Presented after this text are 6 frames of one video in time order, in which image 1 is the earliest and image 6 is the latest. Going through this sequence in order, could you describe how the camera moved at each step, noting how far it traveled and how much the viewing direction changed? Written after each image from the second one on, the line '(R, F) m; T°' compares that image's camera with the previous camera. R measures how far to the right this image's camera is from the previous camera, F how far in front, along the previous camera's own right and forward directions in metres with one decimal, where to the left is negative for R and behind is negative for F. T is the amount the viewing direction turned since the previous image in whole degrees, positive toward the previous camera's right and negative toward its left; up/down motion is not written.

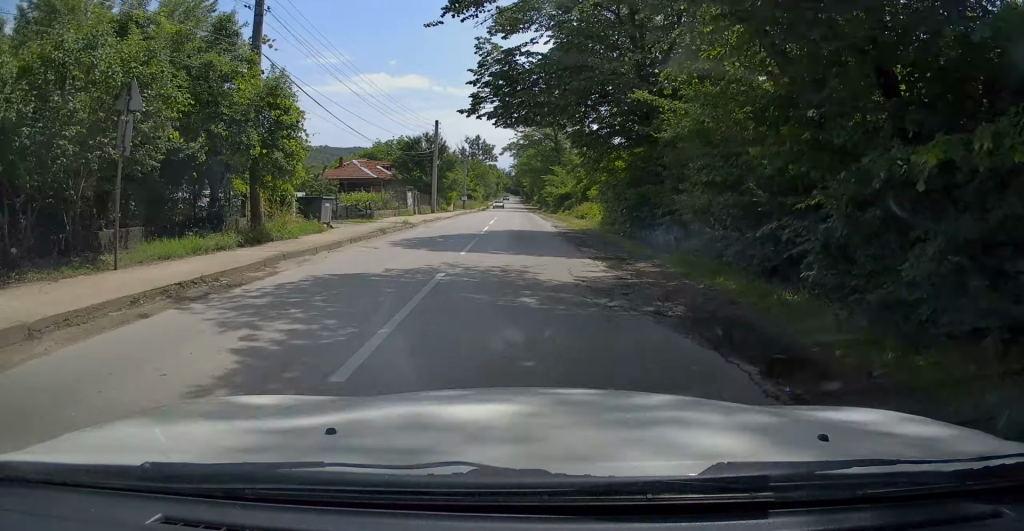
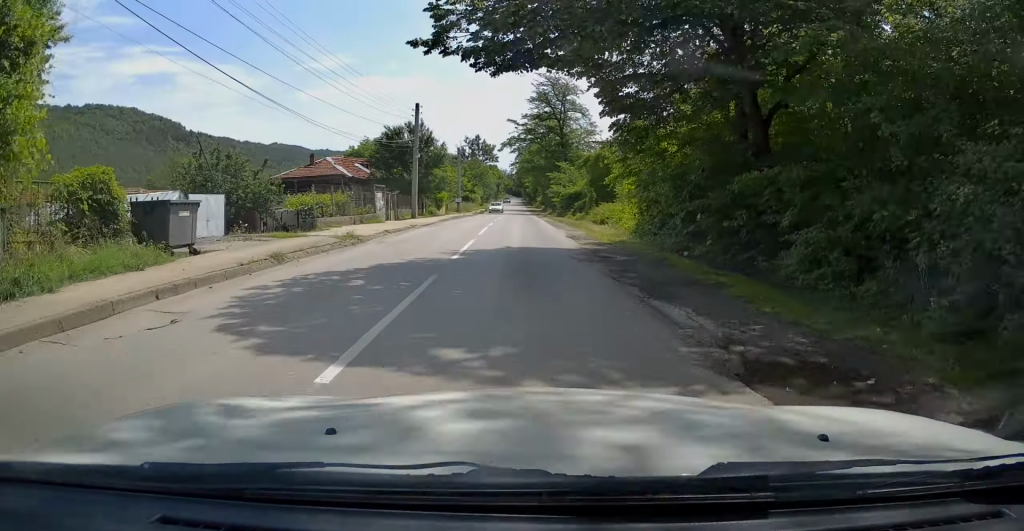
(+0.3, +8.9) m; +1°
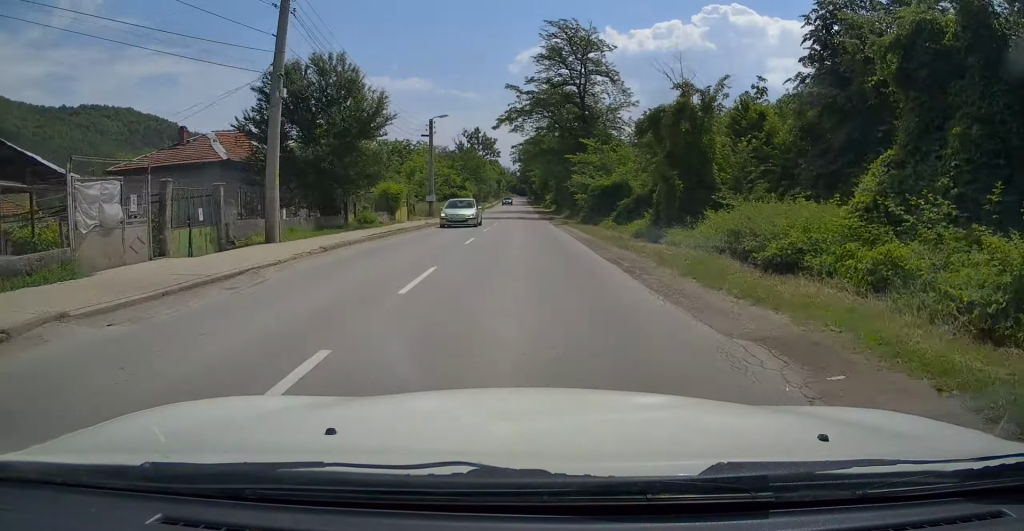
(-0.2, +21.8) m; -3°
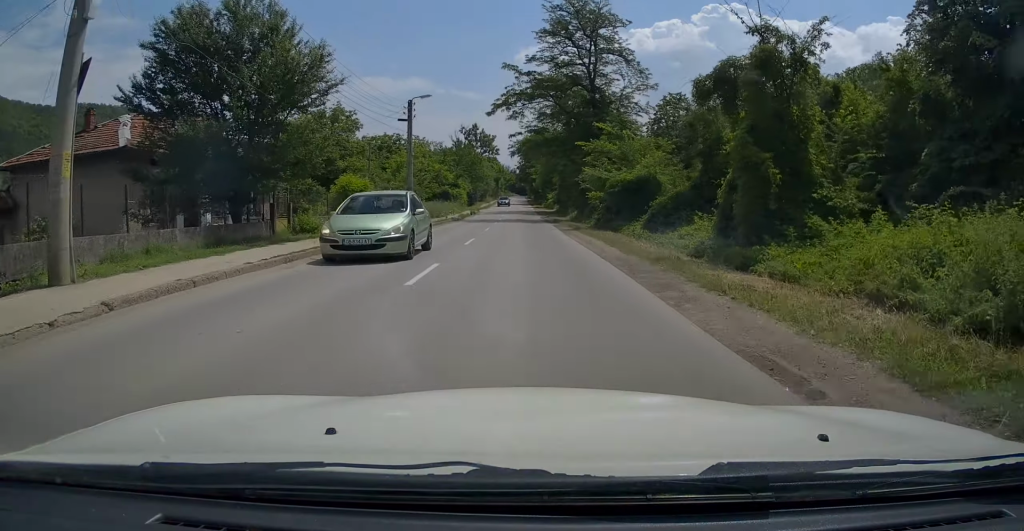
(-0.1, +8.0) m; -1°
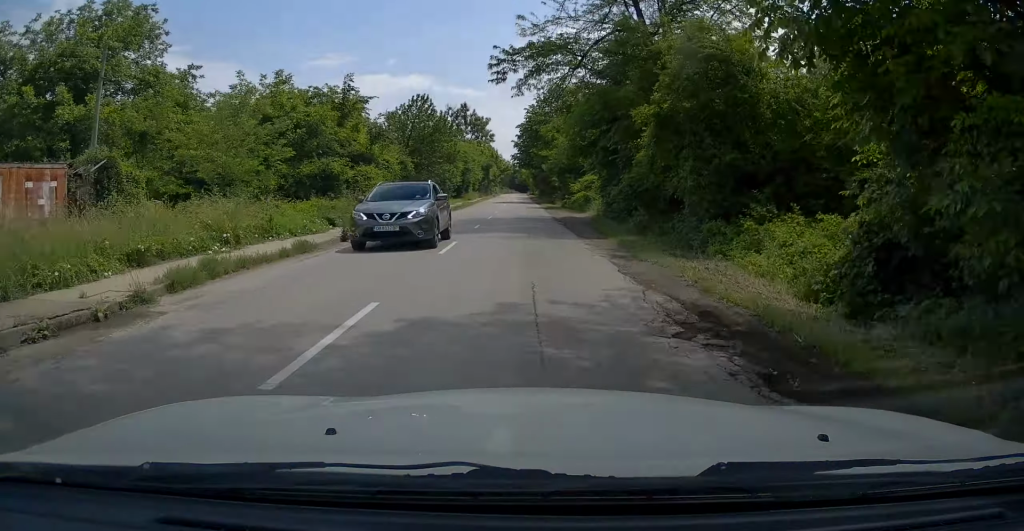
(+0.4, +39.6) m; +2°
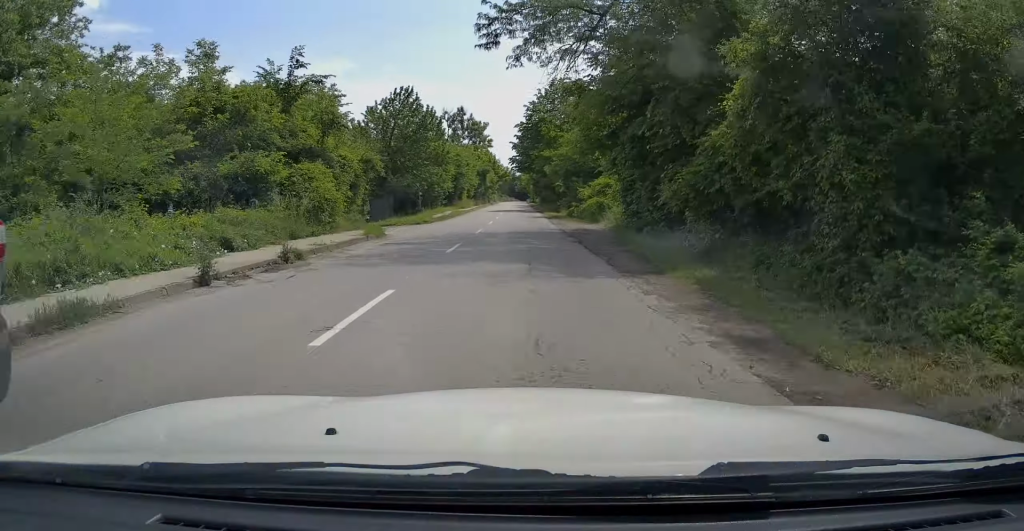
(0.0, +7.8) m; 0°
